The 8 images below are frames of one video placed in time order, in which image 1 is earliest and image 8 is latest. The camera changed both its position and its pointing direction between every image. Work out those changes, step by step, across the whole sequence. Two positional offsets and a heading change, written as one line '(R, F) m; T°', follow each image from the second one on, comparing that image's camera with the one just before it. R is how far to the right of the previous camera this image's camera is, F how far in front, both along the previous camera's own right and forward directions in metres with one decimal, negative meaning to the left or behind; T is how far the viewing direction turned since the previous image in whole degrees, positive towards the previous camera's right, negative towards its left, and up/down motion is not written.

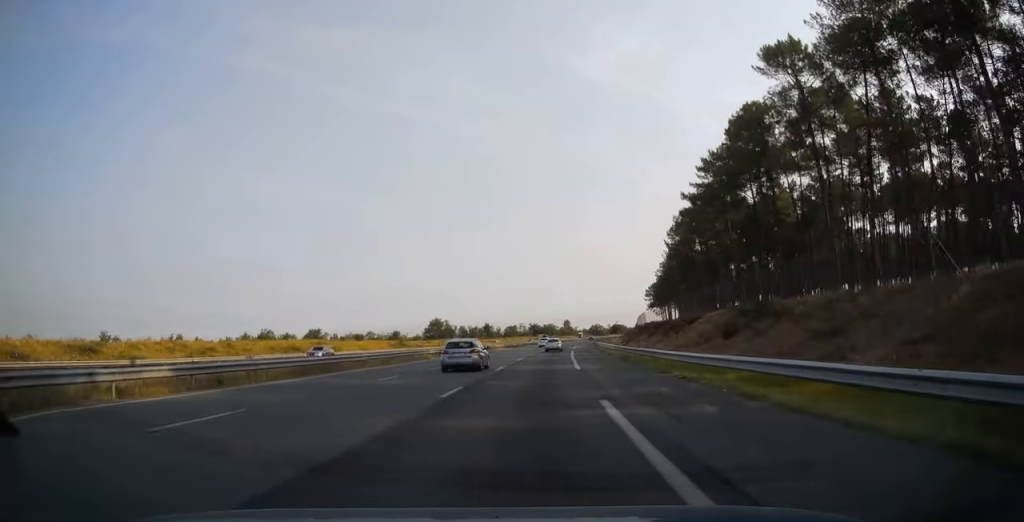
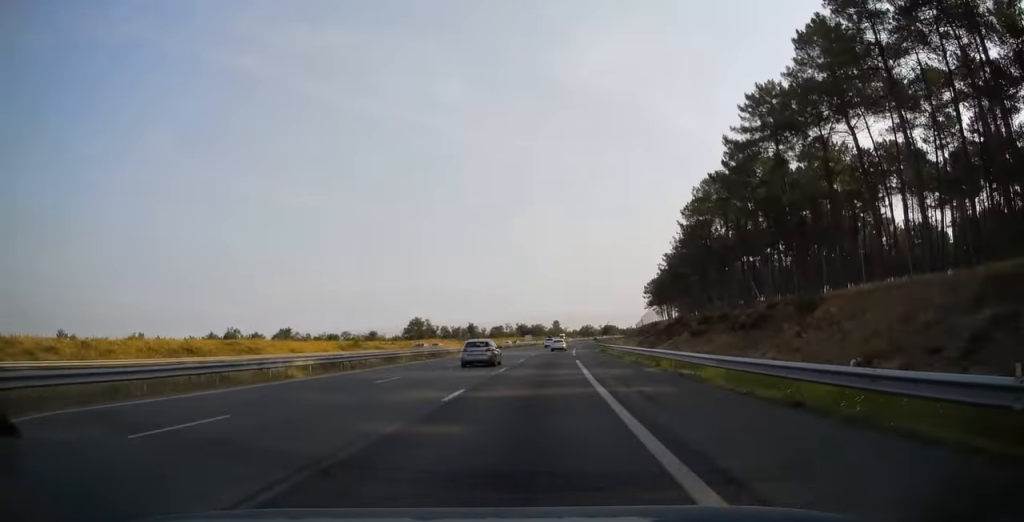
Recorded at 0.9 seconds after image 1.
(+0.3, +26.5) m; +1°
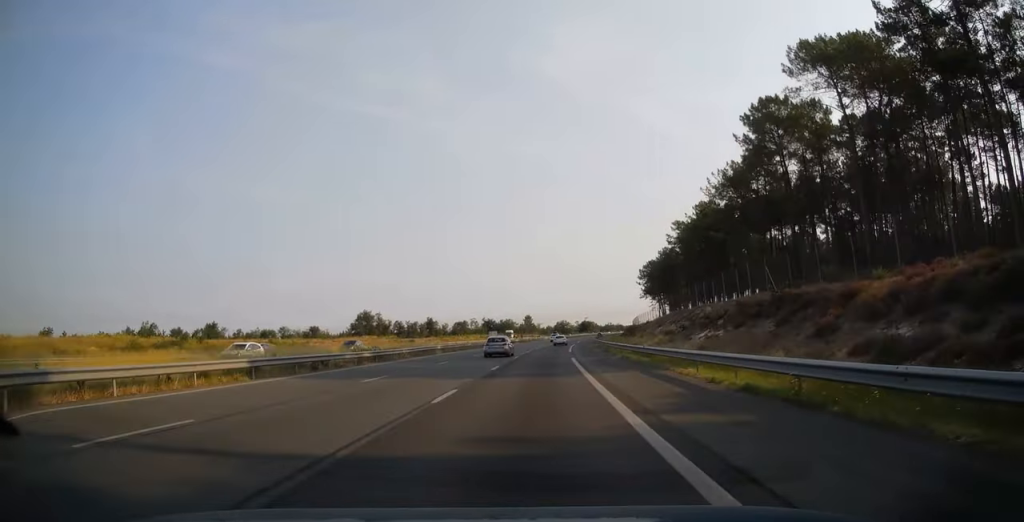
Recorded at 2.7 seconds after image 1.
(+1.0, +53.0) m; +2°
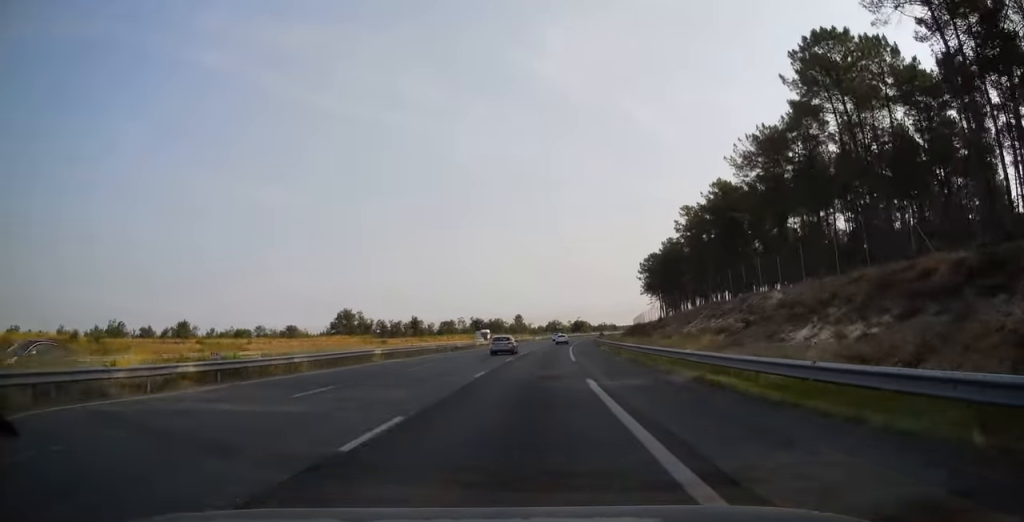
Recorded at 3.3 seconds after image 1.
(+0.2, +18.2) m; +1°
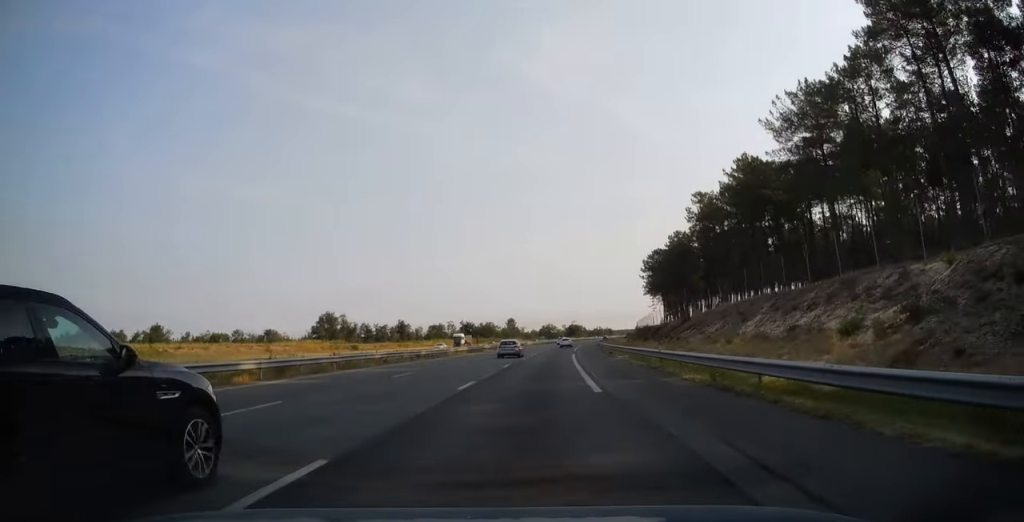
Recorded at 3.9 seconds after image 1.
(+0.1, +16.7) m; +1°
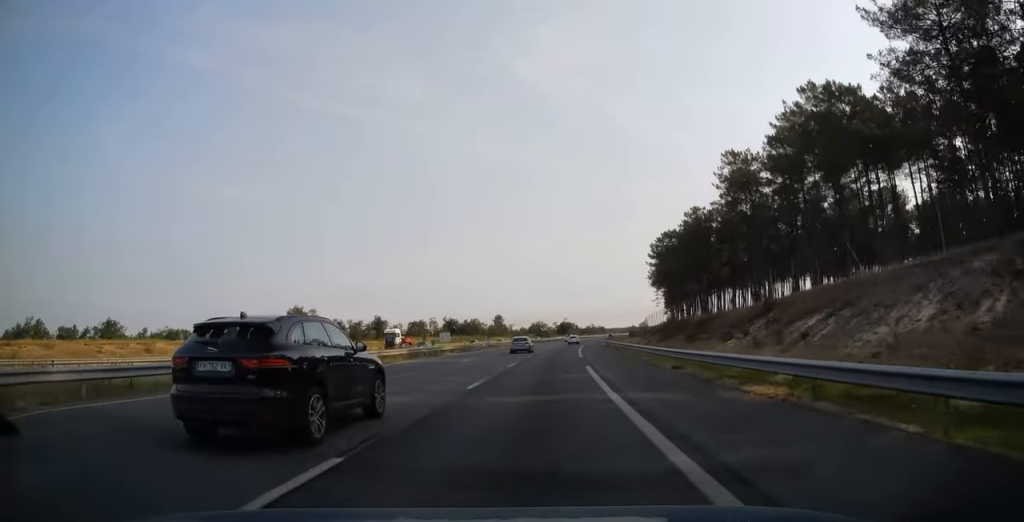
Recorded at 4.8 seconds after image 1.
(+0.2, +26.0) m; +1°
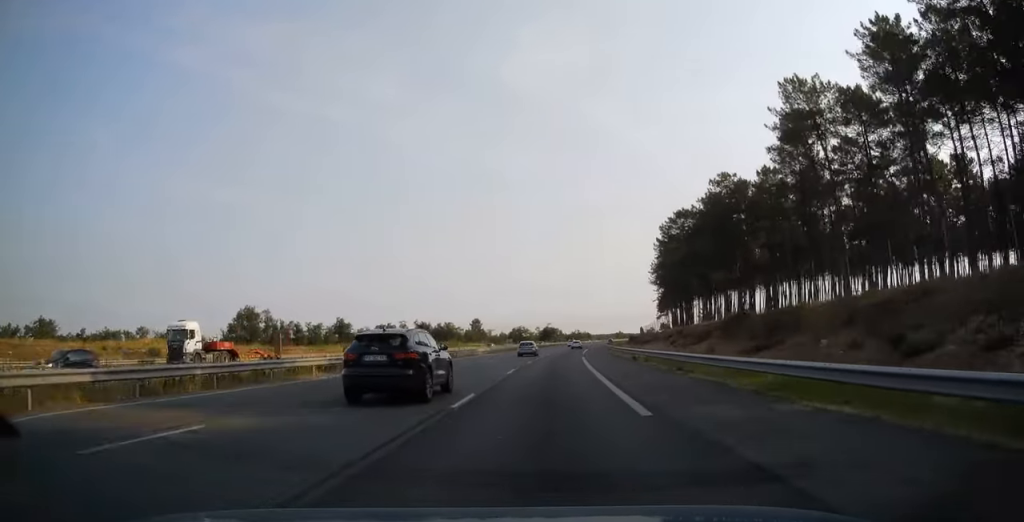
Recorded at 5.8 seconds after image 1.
(+0.4, +30.0) m; +2°
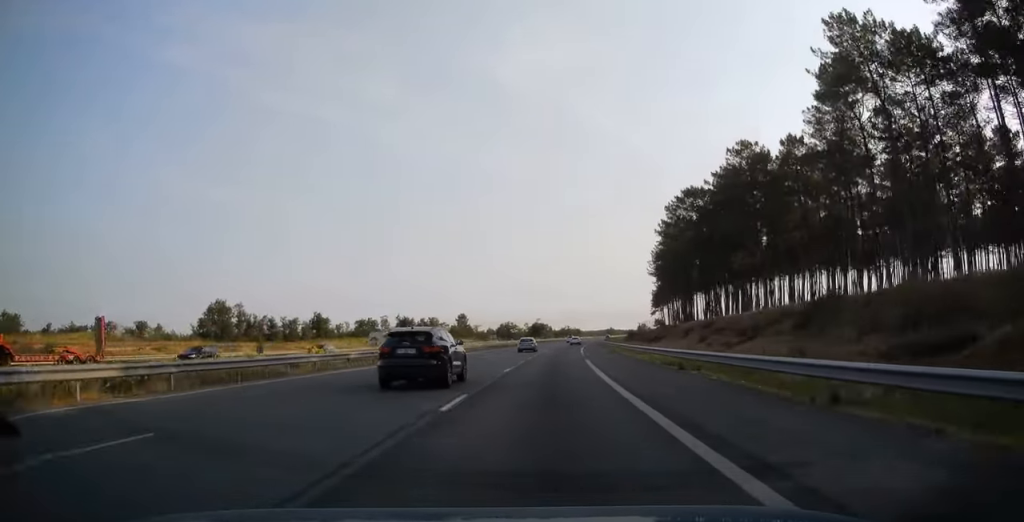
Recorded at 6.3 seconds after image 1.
(+0.2, +14.2) m; +1°
